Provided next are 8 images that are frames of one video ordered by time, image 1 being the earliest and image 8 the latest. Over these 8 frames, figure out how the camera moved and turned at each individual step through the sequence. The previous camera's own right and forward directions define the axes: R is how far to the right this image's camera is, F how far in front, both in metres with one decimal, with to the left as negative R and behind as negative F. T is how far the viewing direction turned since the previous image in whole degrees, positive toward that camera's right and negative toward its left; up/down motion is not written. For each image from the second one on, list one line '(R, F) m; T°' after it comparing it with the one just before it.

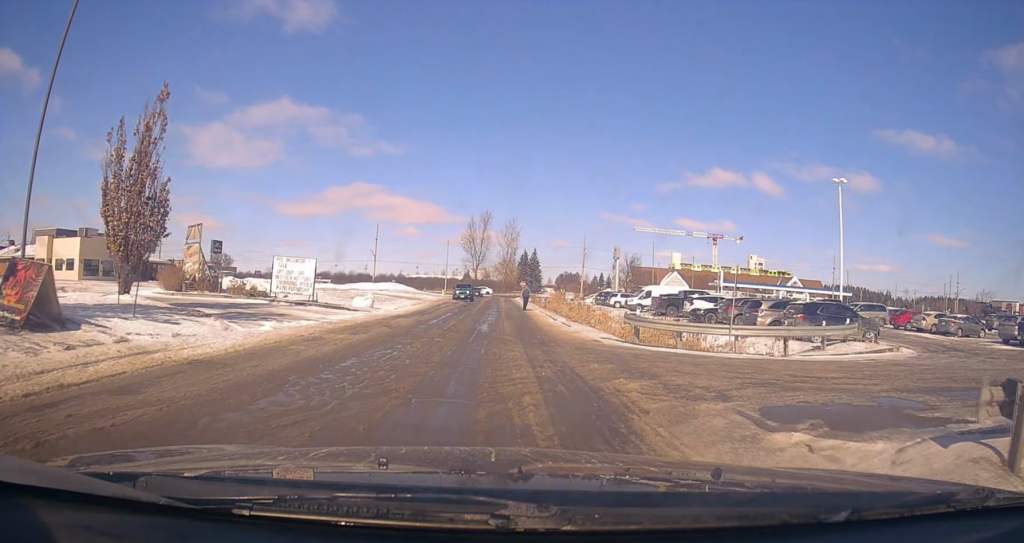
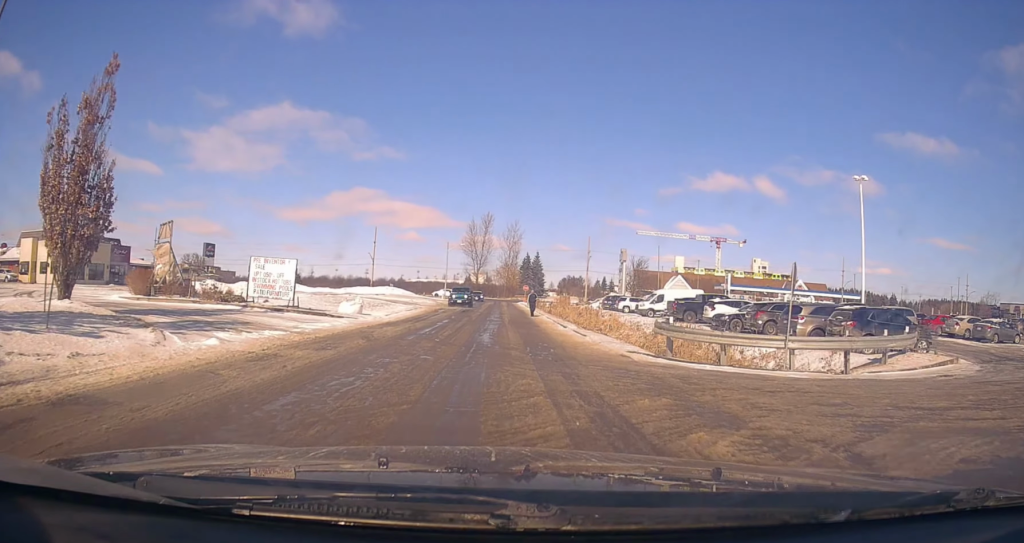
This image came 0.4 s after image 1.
(+0.2, +3.6) m; +1°
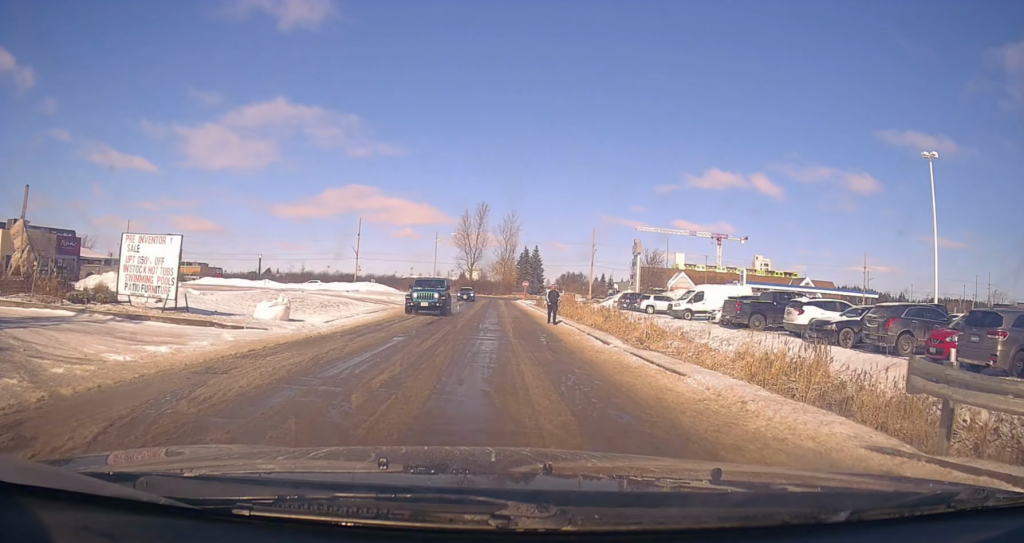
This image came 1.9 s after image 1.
(+0.1, +11.1) m; 0°
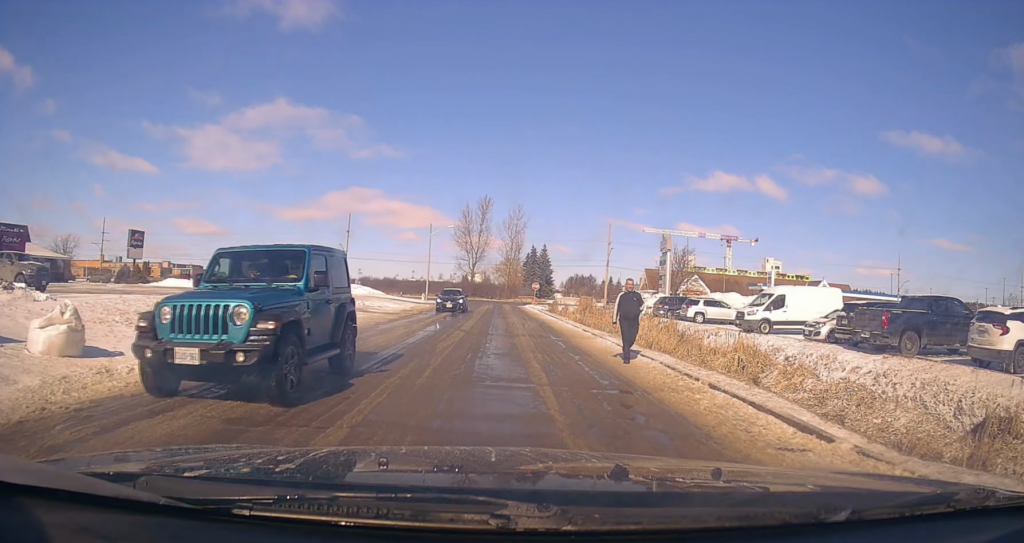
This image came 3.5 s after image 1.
(0.0, +11.4) m; -1°
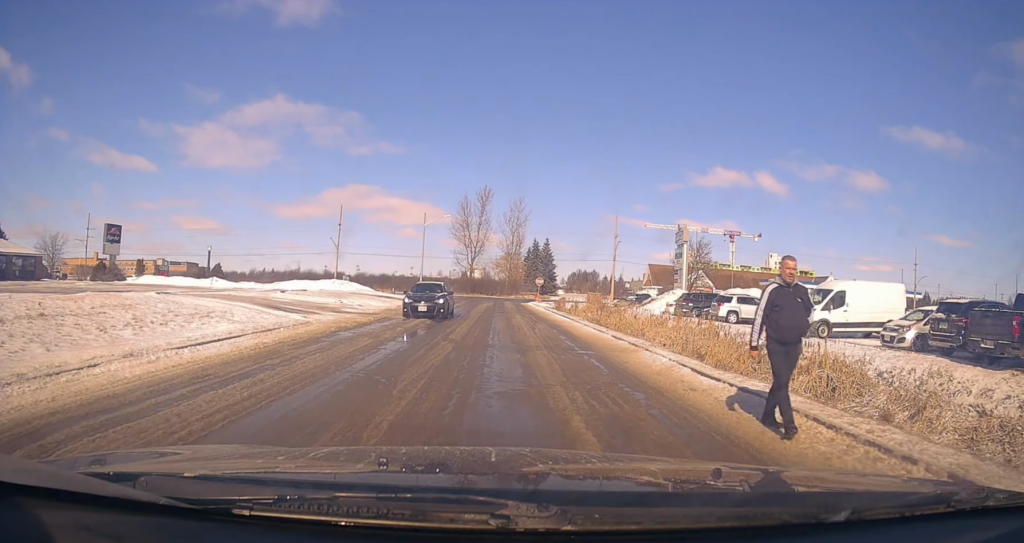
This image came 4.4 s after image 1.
(-0.1, +5.7) m; -1°
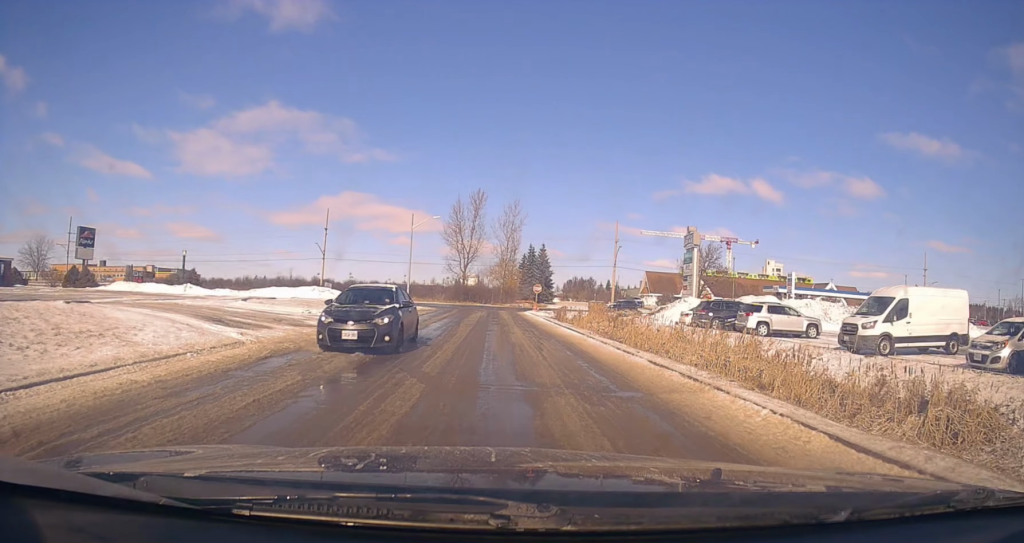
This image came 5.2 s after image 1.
(-0.1, +4.8) m; +1°
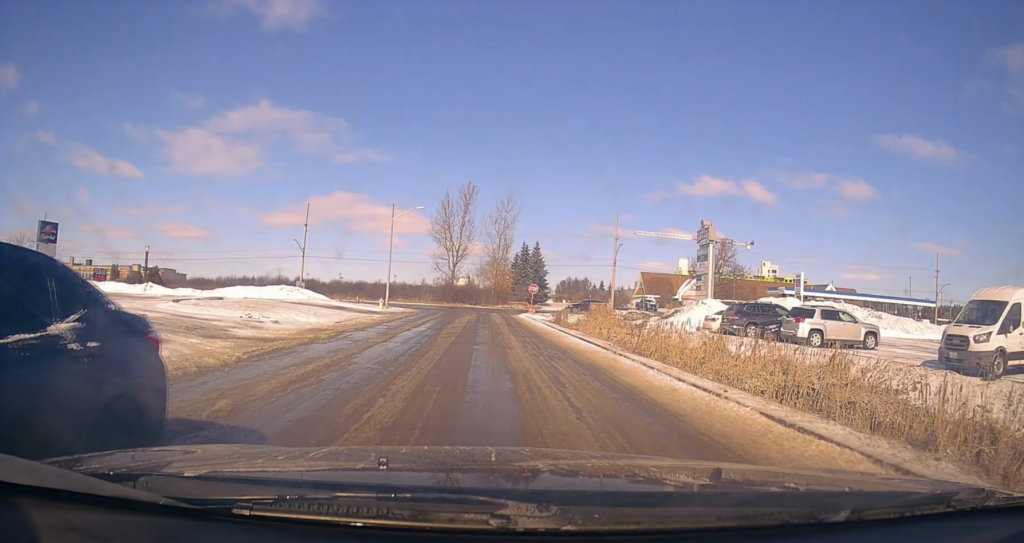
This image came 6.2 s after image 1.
(+0.3, +6.0) m; +4°
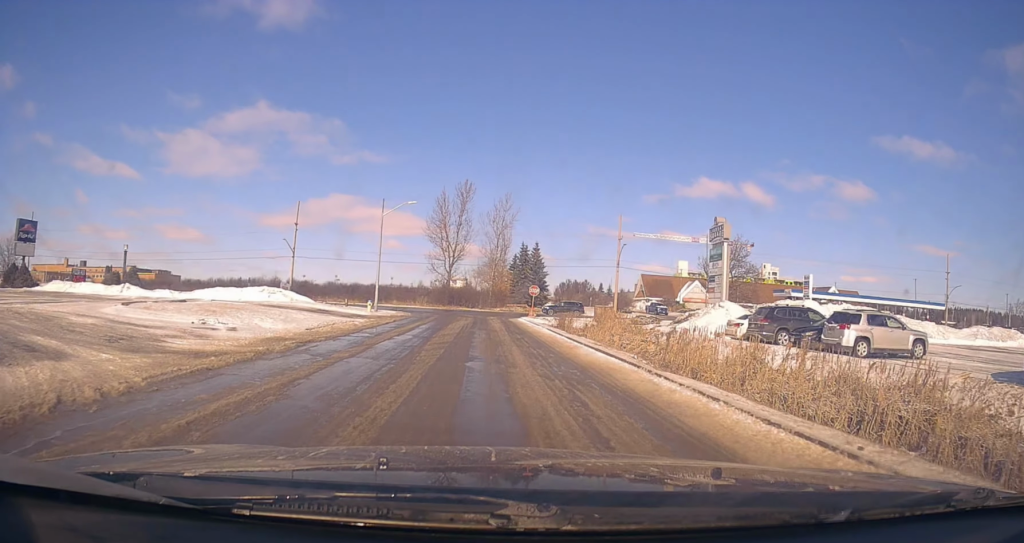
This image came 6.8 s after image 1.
(+0.1, +3.4) m; 0°
